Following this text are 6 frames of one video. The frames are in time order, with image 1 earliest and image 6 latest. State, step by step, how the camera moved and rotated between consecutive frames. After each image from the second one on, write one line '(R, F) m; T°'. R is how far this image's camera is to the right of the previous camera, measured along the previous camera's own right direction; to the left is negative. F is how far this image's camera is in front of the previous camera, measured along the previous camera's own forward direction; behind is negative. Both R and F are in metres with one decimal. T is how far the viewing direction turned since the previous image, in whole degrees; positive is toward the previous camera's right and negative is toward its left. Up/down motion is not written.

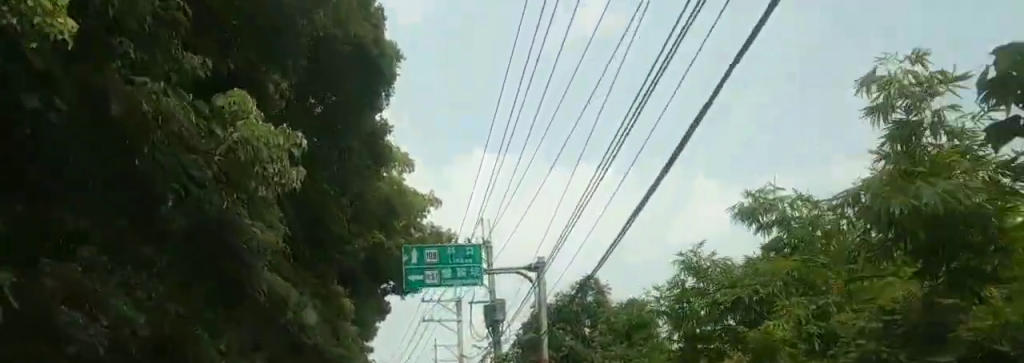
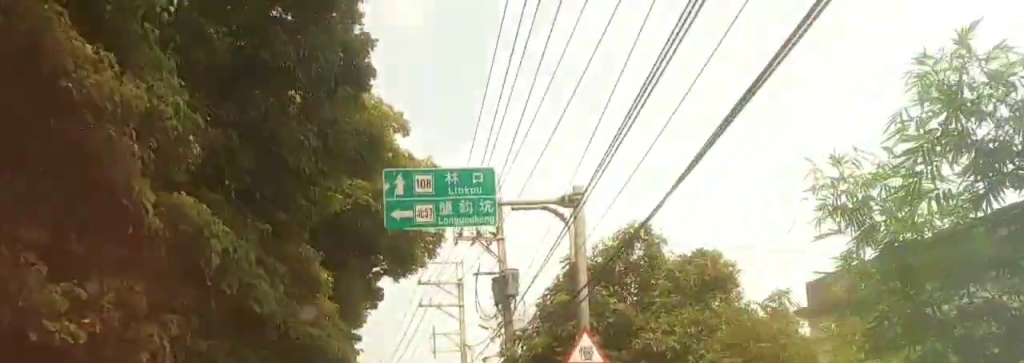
(-0.4, +6.4) m; +3°
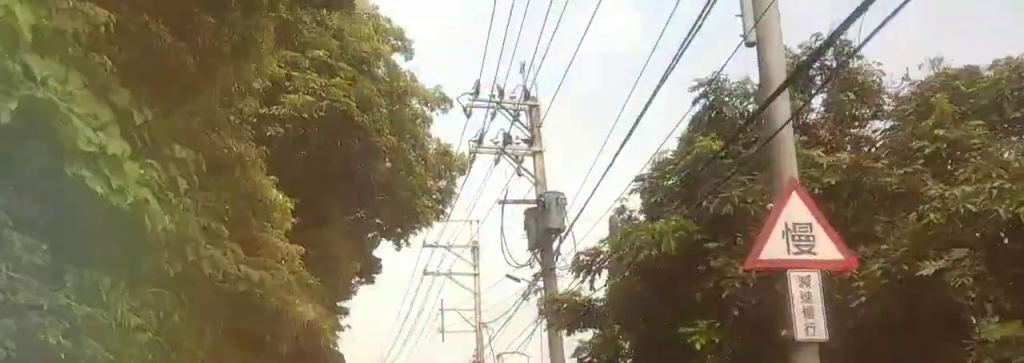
(+0.9, +8.6) m; +2°
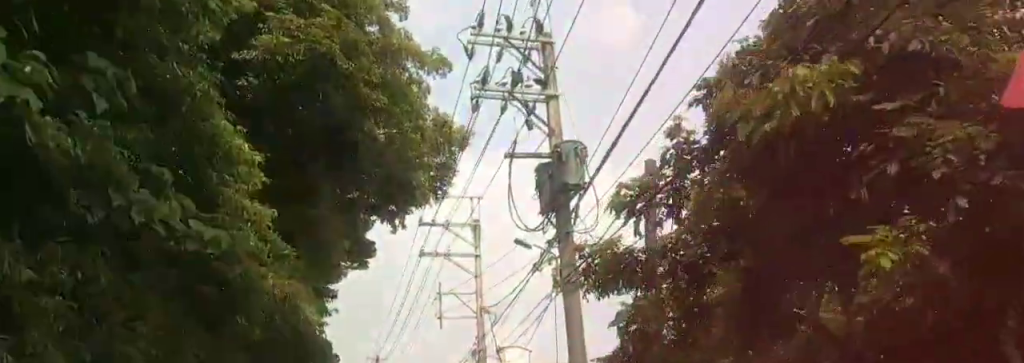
(-0.3, +2.9) m; -2°
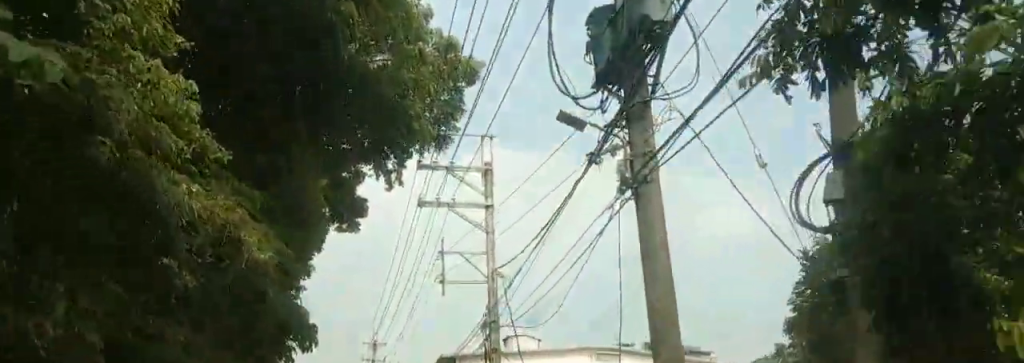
(-0.4, +5.9) m; -4°
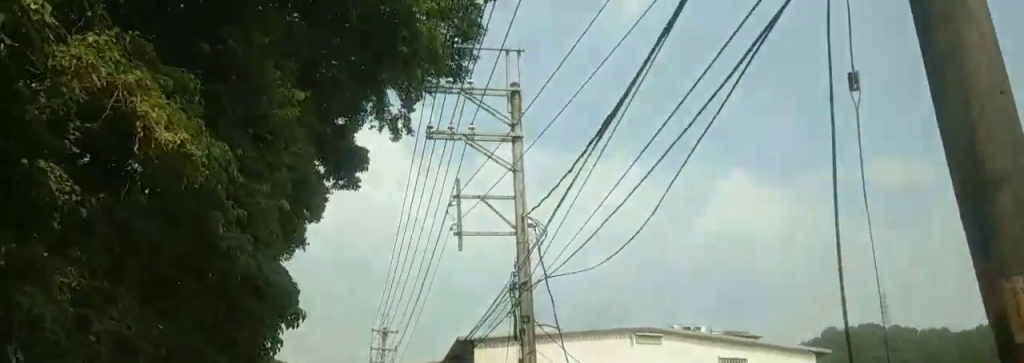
(0.0, +5.4) m; 0°
